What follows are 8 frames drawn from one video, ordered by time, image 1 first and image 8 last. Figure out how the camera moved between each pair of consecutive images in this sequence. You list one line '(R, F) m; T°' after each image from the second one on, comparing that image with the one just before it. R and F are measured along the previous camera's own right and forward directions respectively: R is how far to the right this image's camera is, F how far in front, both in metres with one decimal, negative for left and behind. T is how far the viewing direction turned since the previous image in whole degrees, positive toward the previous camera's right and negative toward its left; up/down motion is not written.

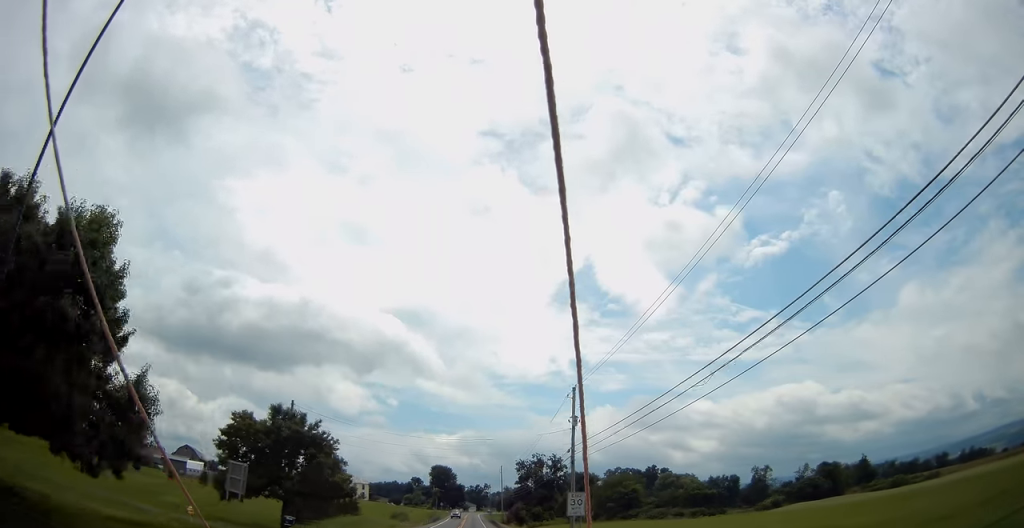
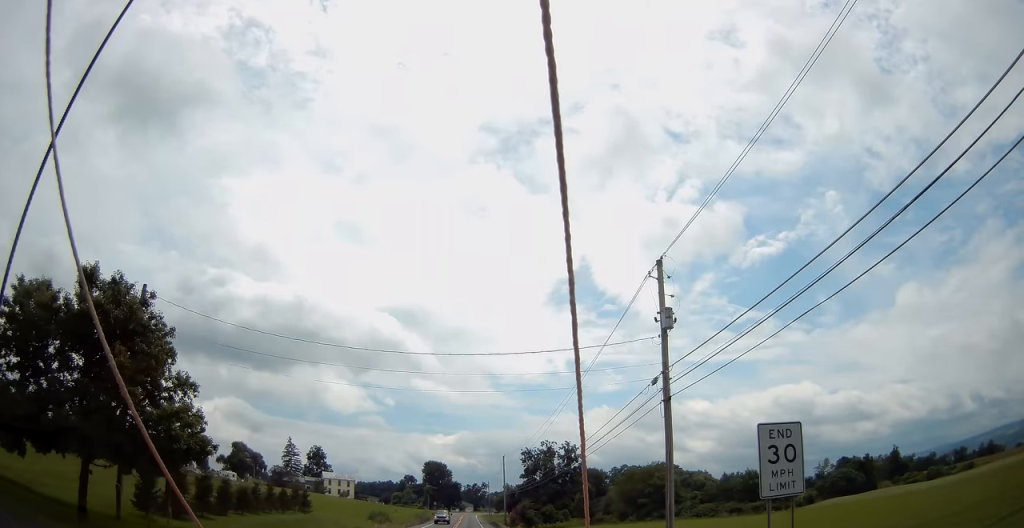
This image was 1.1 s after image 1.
(+0.1, +19.9) m; 0°
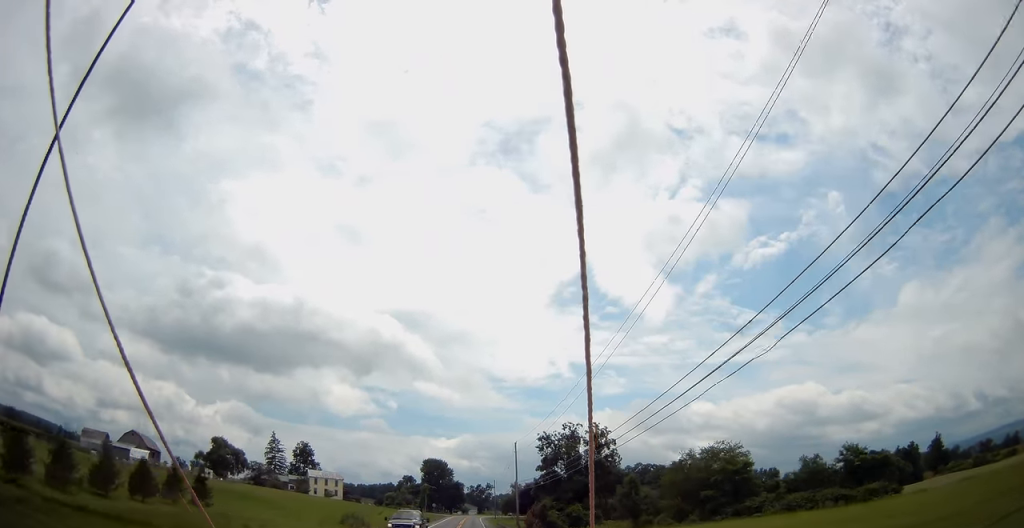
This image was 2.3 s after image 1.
(-0.1, +20.7) m; -1°
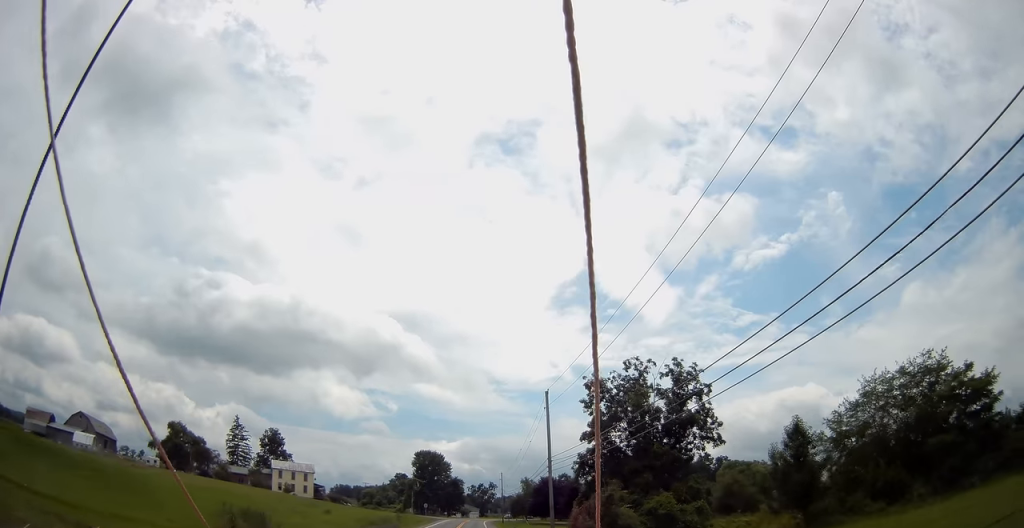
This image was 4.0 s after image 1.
(+0.1, +31.7) m; +1°
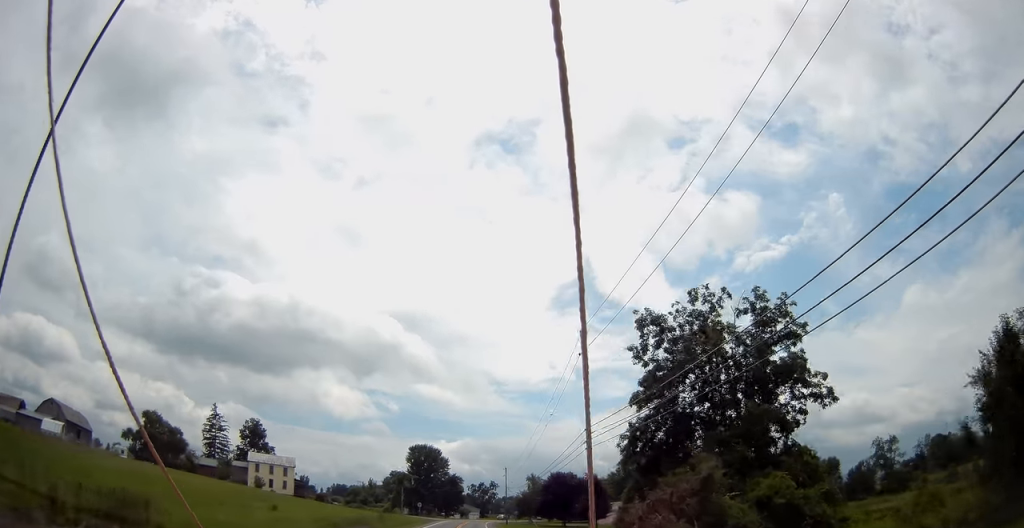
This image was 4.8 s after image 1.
(+0.1, +15.1) m; 0°
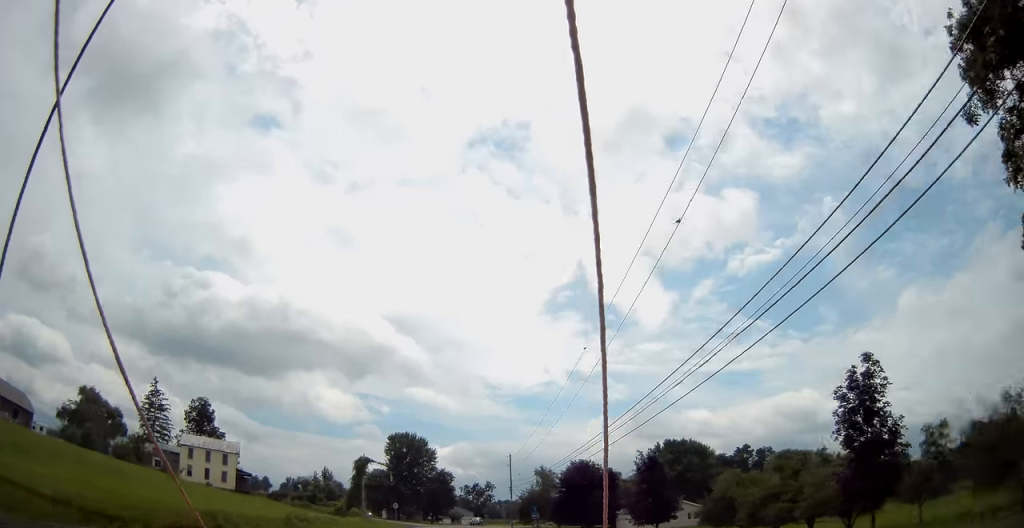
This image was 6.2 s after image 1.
(-0.4, +27.8) m; -1°
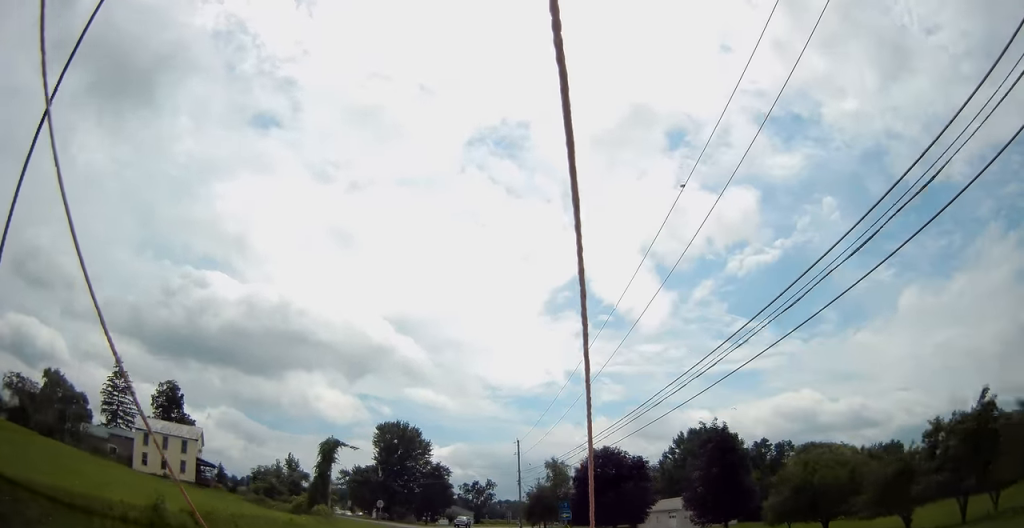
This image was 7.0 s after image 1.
(0.0, +14.0) m; 0°
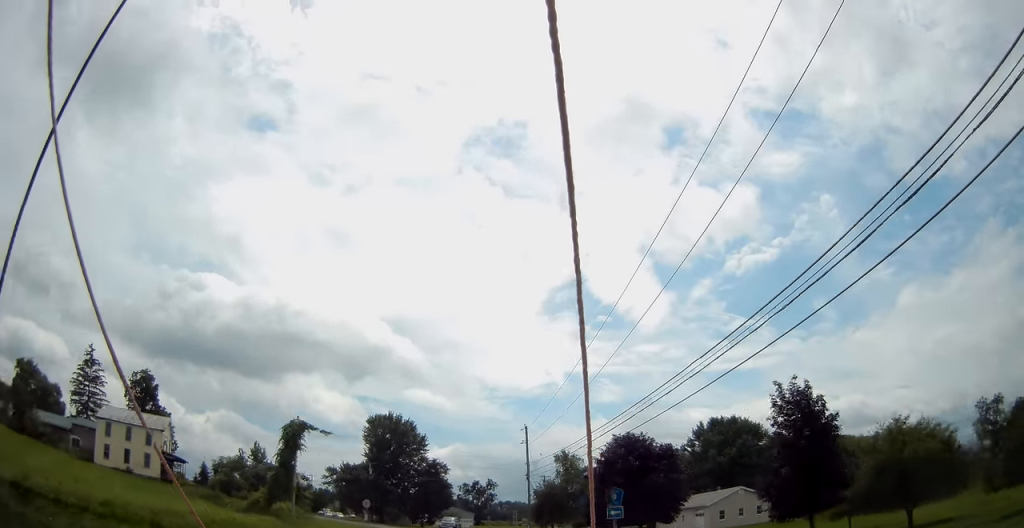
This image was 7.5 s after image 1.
(-0.1, +9.6) m; 0°
